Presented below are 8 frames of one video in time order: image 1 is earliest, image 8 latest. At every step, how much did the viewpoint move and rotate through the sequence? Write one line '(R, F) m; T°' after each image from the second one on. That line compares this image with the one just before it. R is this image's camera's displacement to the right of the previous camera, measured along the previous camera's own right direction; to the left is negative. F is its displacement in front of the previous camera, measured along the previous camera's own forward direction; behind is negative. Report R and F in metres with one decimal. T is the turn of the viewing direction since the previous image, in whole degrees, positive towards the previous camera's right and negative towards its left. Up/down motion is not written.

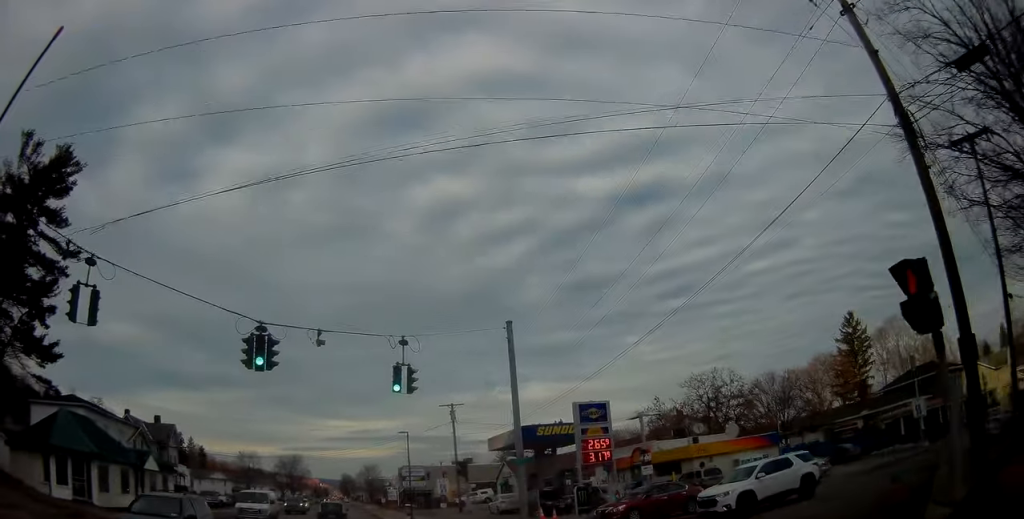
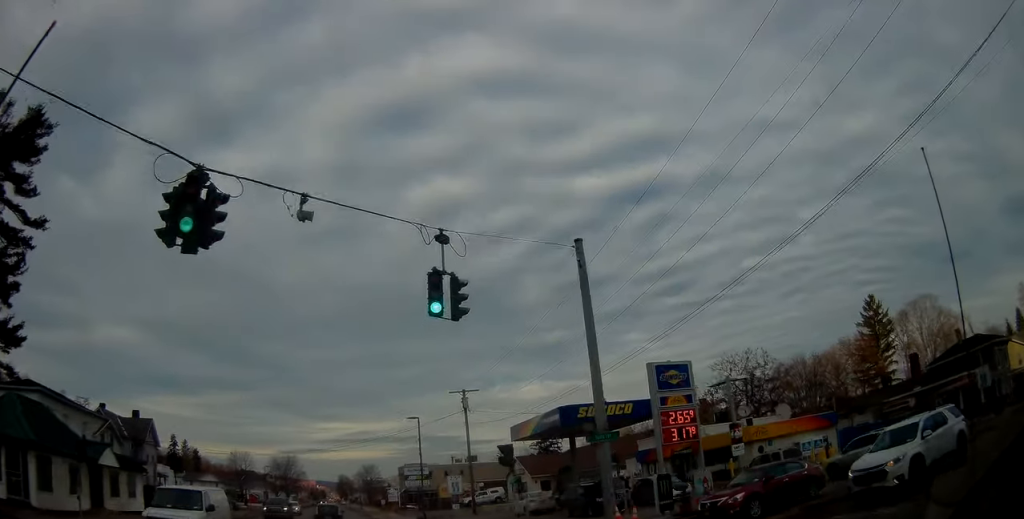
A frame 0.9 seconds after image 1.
(0.0, +7.2) m; -1°
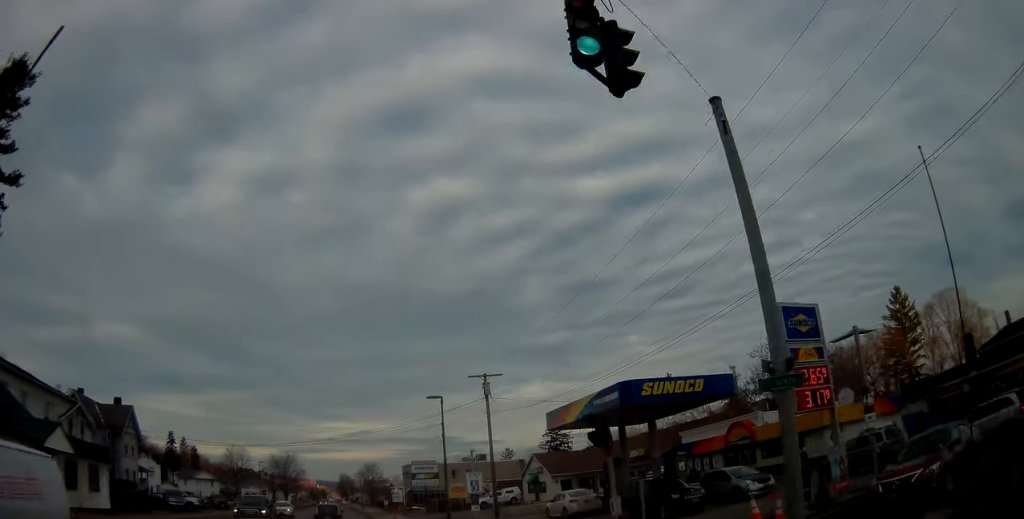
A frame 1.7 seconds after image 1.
(-0.2, +6.3) m; +1°
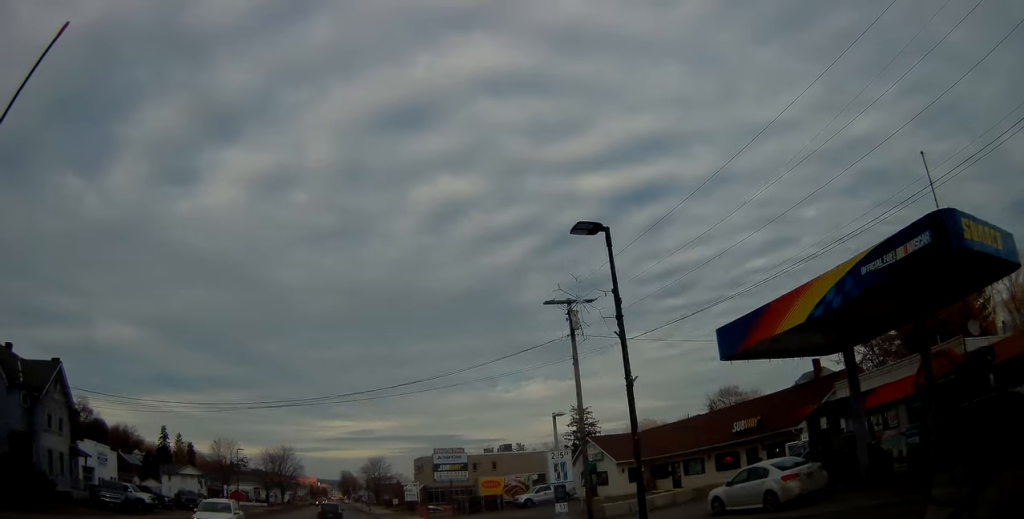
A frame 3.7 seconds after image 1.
(+0.8, +15.5) m; +1°
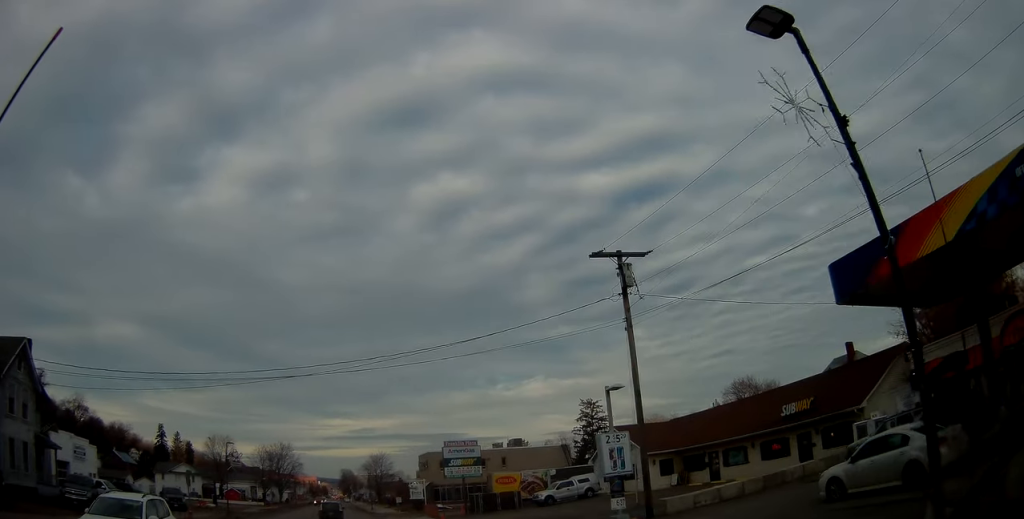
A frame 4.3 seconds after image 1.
(-0.2, +5.3) m; 0°
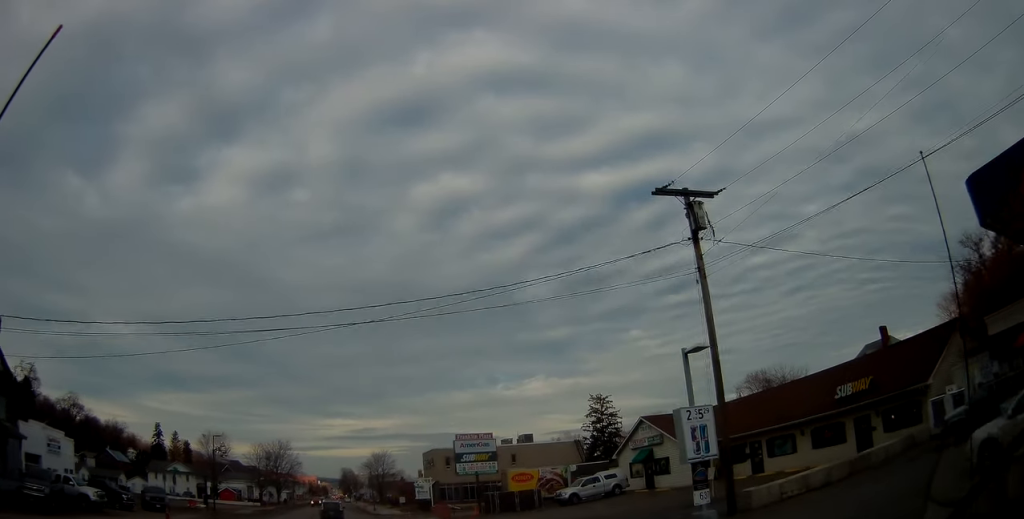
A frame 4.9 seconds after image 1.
(0.0, +5.0) m; 0°
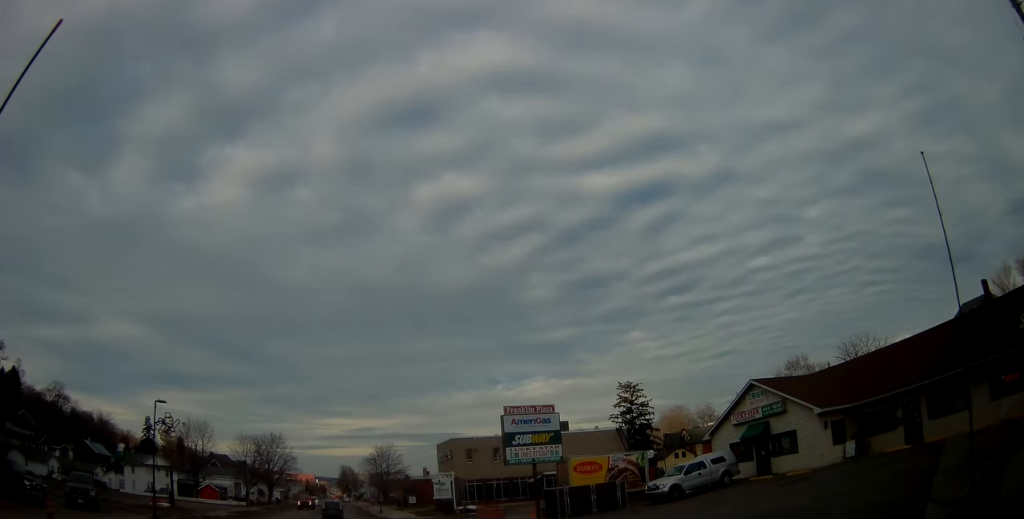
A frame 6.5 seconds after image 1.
(+0.1, +13.8) m; 0°
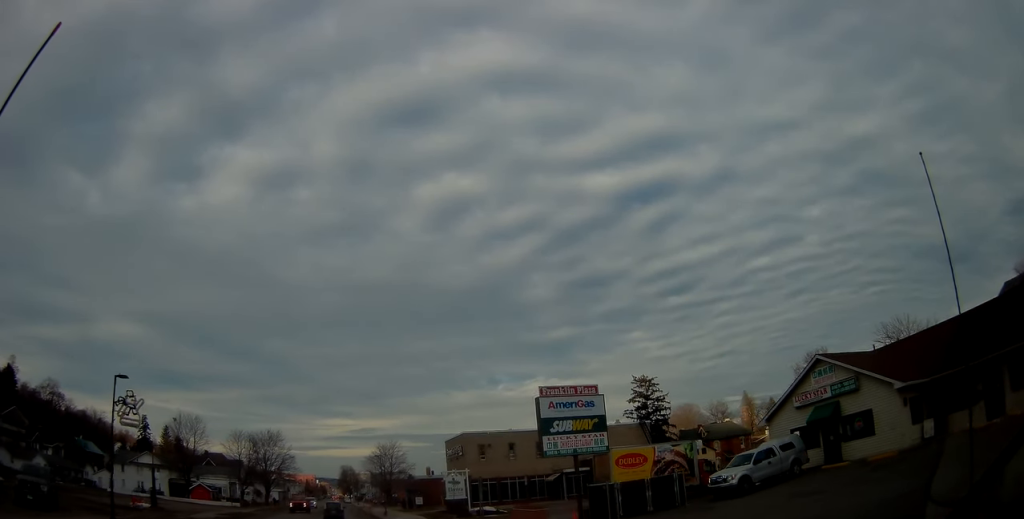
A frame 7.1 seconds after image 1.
(0.0, +5.8) m; 0°
